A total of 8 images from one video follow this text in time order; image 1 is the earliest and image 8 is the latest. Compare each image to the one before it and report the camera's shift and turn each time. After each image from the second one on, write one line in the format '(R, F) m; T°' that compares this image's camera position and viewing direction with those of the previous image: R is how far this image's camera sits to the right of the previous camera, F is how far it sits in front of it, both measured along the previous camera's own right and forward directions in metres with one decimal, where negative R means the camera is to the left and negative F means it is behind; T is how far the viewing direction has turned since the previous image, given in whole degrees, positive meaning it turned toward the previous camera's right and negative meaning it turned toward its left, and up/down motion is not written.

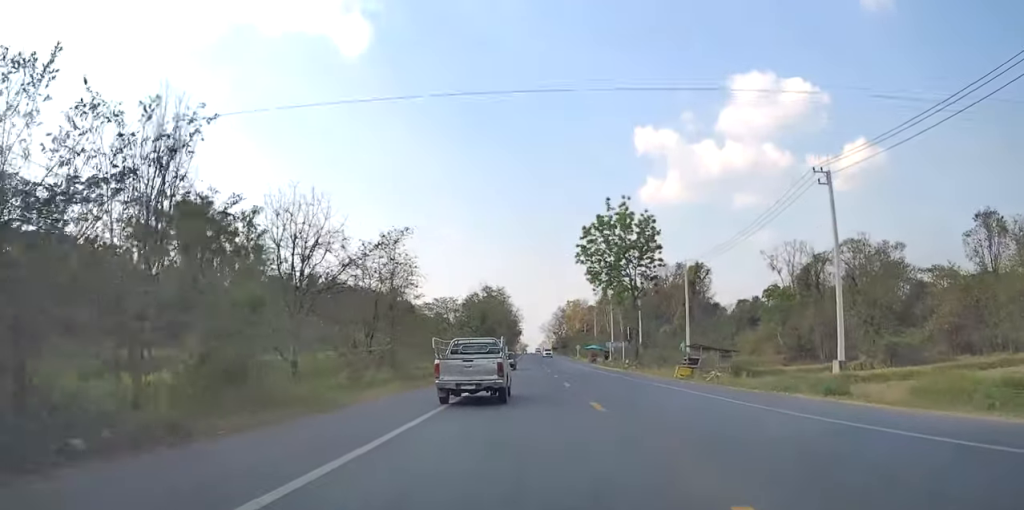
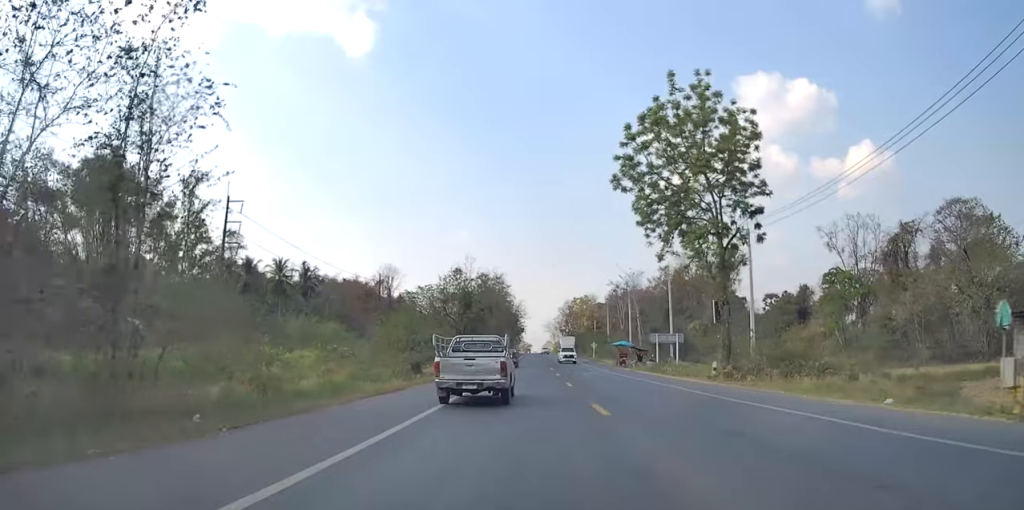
(+0.3, +25.1) m; -2°
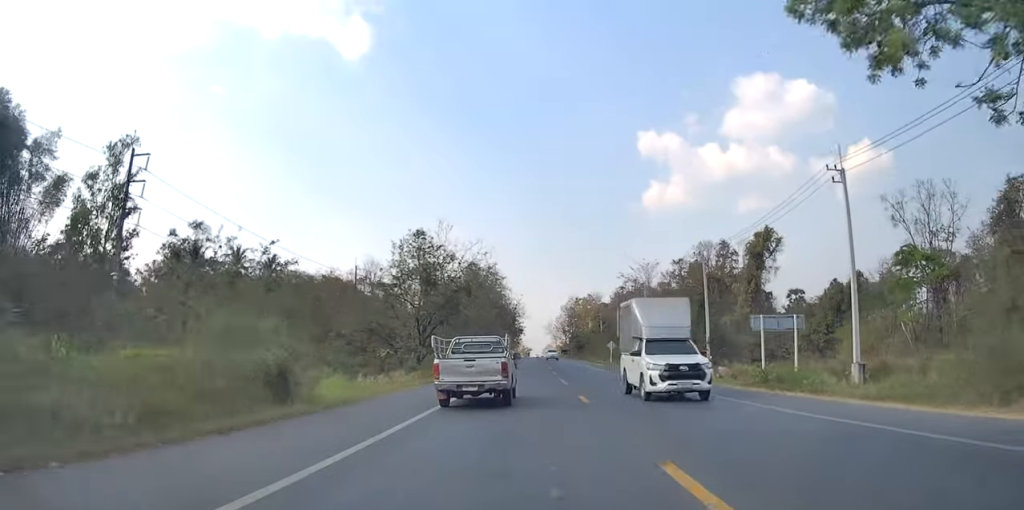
(-1.0, +21.9) m; -1°
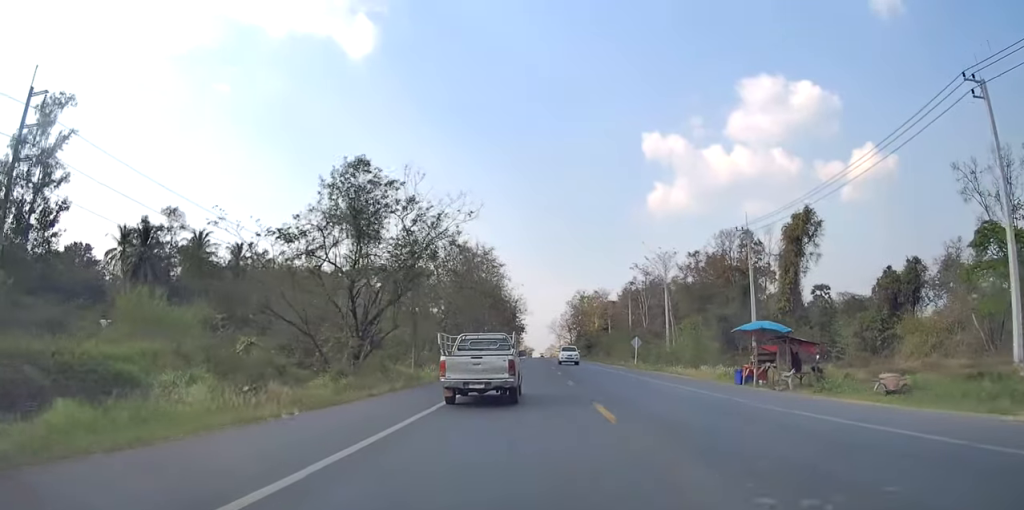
(+0.5, +16.3) m; +2°
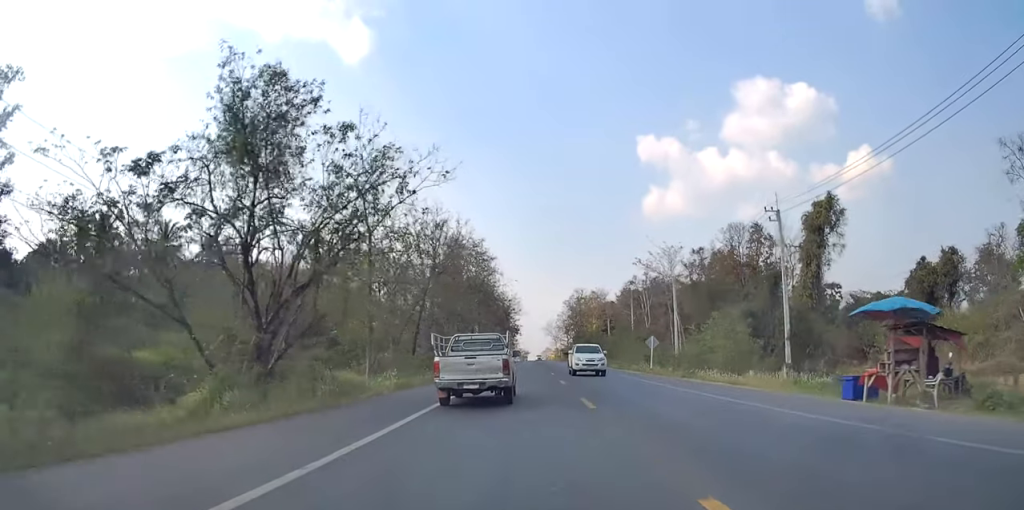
(0.0, +10.0) m; 0°
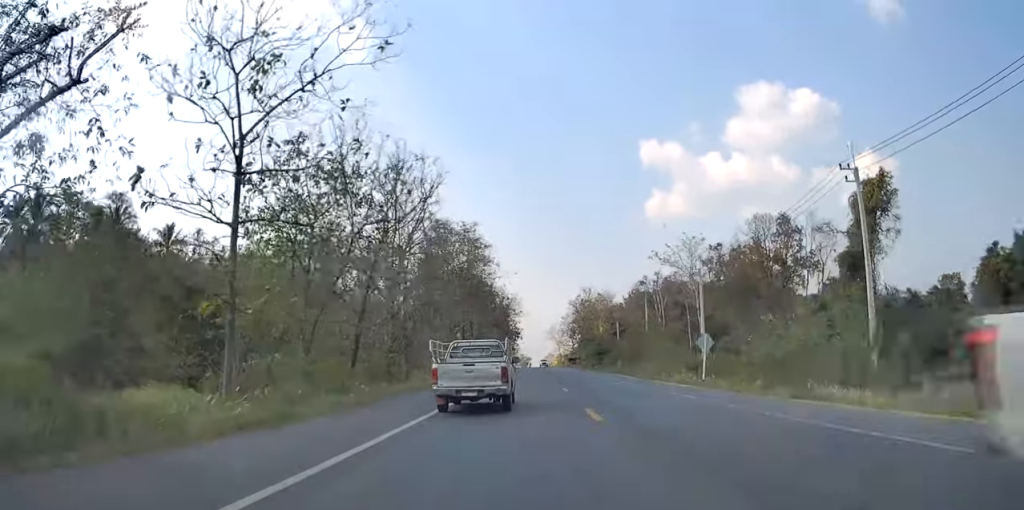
(0.0, +13.3) m; 0°
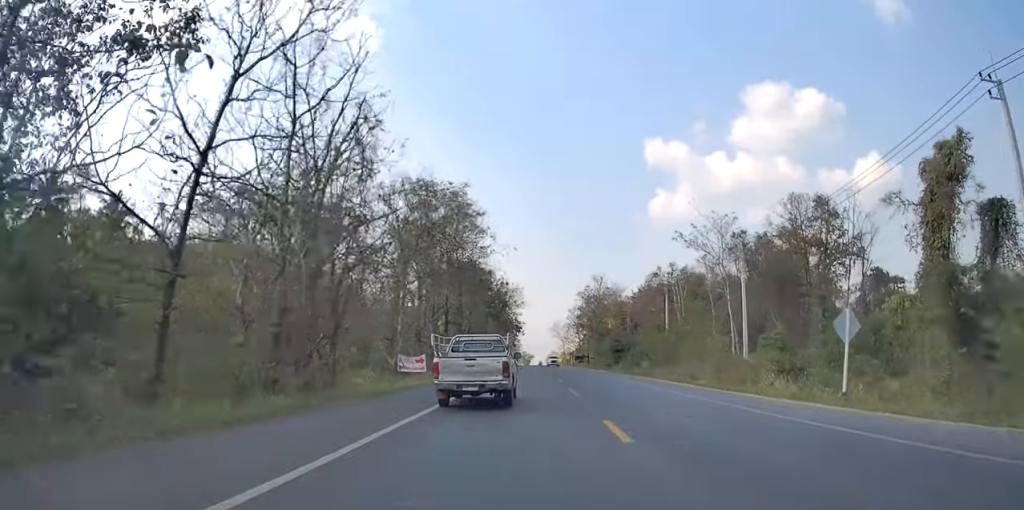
(0.0, +15.6) m; 0°
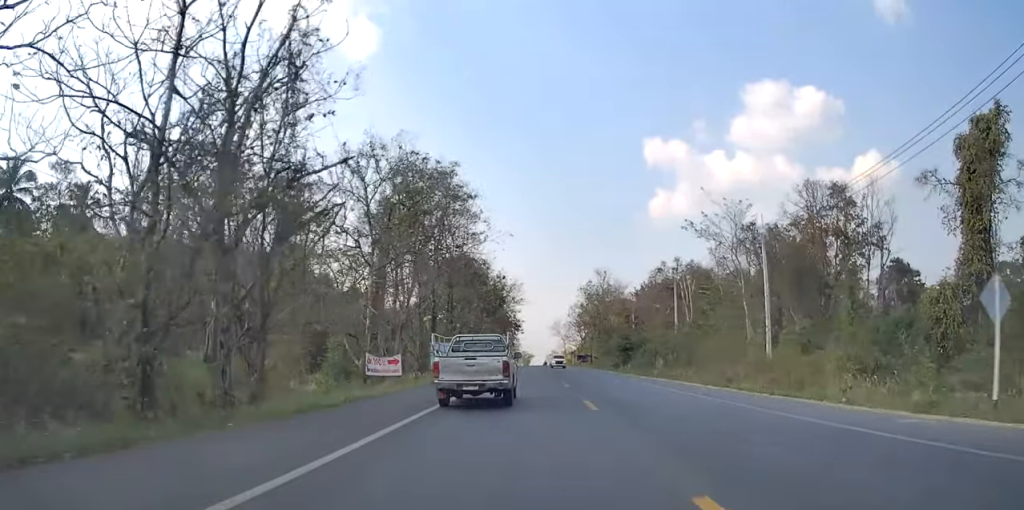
(0.0, +7.1) m; 0°
